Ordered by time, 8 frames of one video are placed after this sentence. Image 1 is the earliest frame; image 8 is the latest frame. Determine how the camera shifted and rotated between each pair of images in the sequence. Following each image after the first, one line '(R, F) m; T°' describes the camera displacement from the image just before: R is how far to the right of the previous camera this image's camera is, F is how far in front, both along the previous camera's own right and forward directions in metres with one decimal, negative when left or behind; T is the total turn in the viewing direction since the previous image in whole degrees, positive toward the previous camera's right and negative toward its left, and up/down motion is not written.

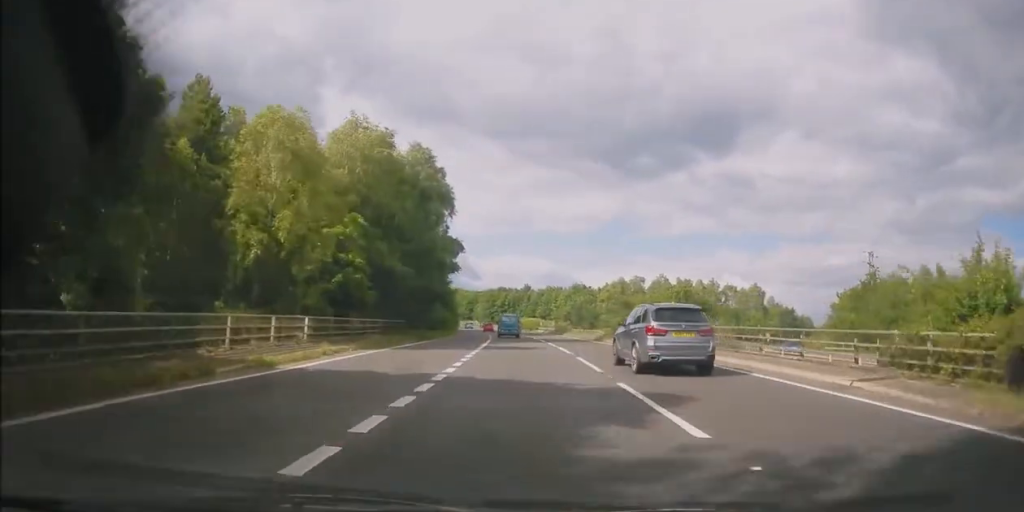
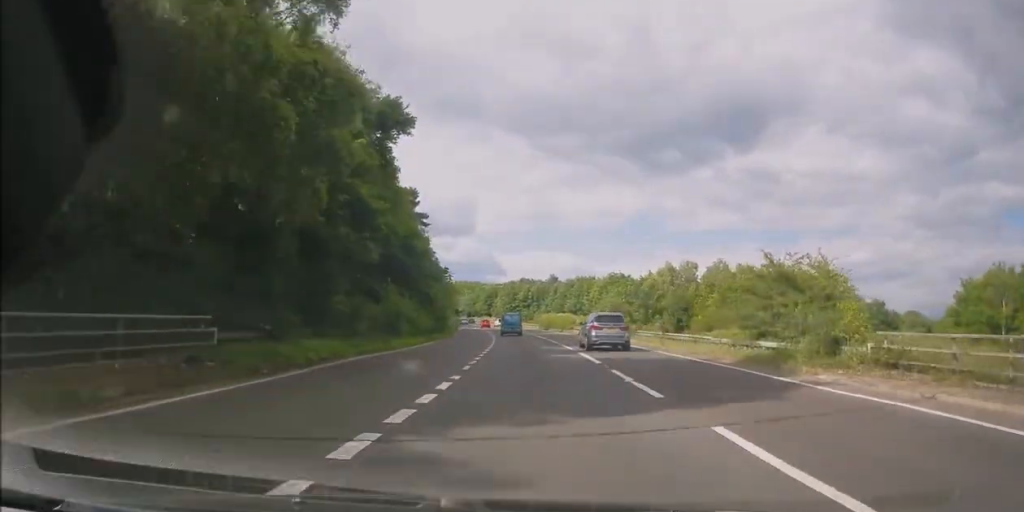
(-0.4, +30.9) m; -2°
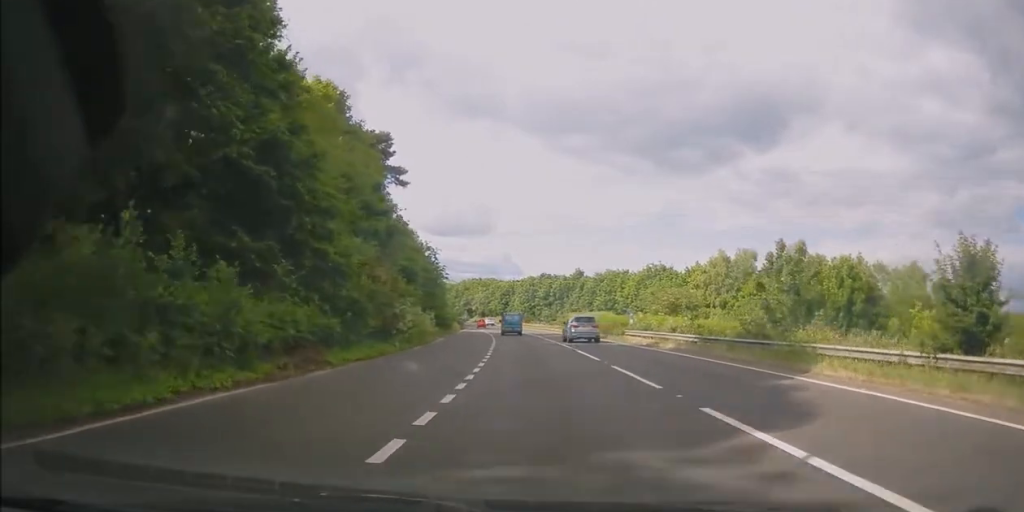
(-0.5, +25.3) m; -2°
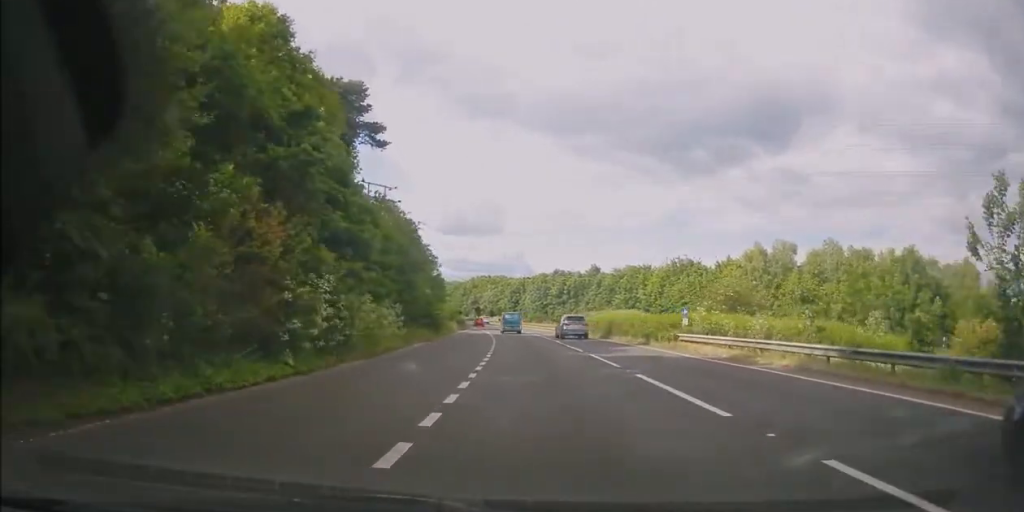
(-0.1, +12.8) m; -1°
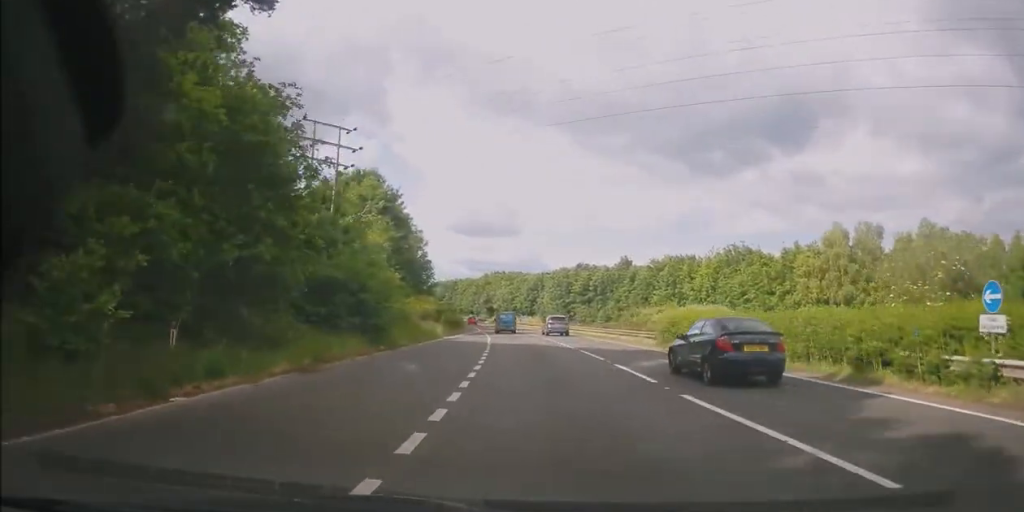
(-0.2, +22.3) m; -2°
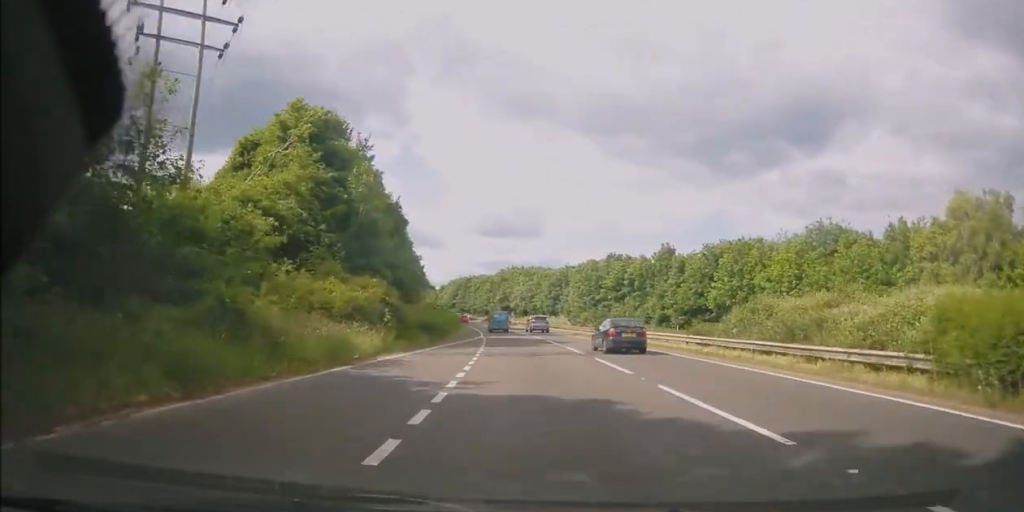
(-0.6, +22.9) m; -2°
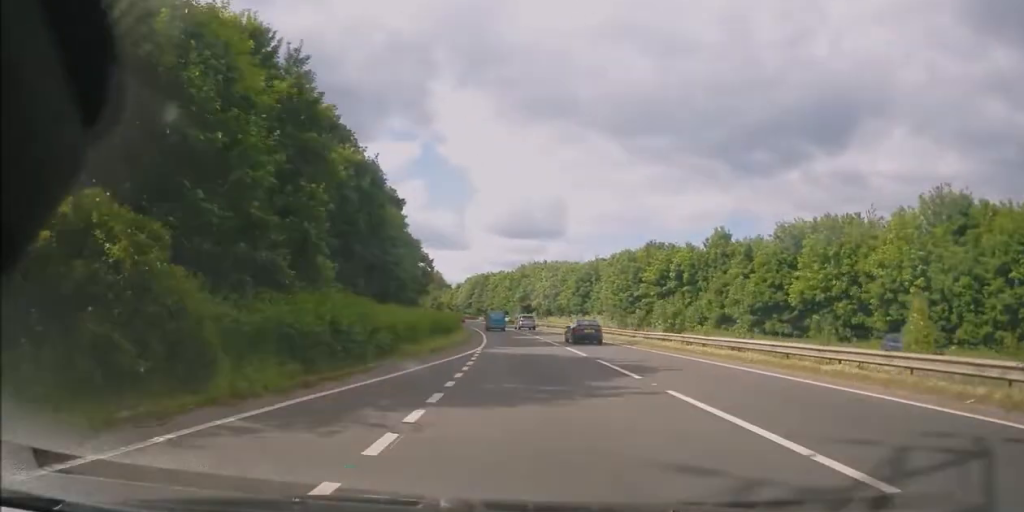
(-0.1, +20.1) m; -2°
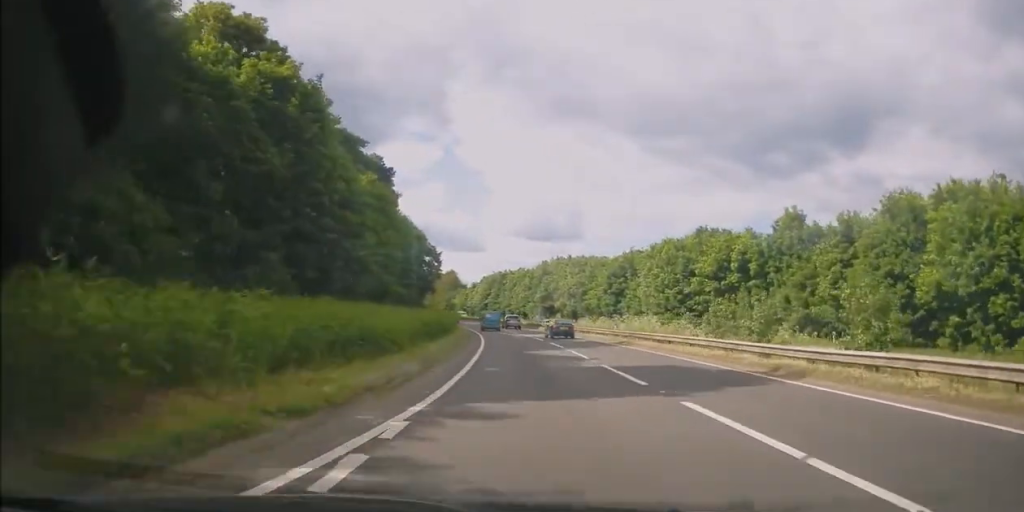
(-0.5, +19.5) m; -2°
